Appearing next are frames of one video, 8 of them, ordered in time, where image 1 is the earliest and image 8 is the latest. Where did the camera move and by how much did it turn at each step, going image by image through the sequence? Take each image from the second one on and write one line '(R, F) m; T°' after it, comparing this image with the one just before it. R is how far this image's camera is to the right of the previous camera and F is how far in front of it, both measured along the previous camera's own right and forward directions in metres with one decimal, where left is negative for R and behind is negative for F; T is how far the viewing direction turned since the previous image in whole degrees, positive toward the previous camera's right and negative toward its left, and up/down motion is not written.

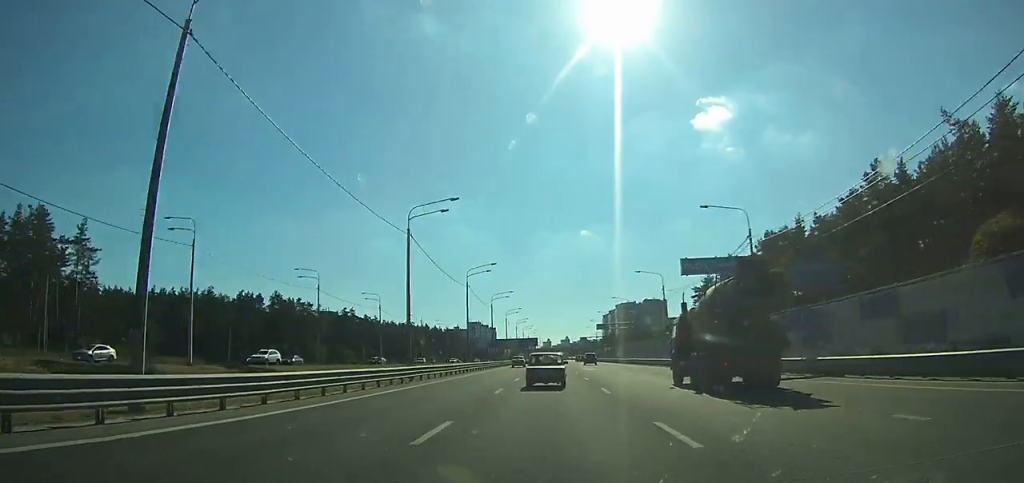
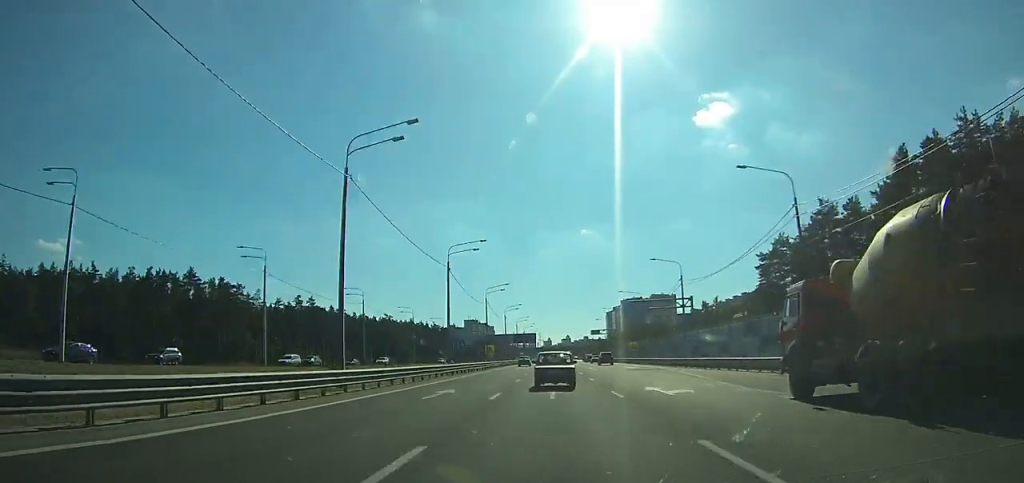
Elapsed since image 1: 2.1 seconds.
(+0.1, +37.3) m; 0°
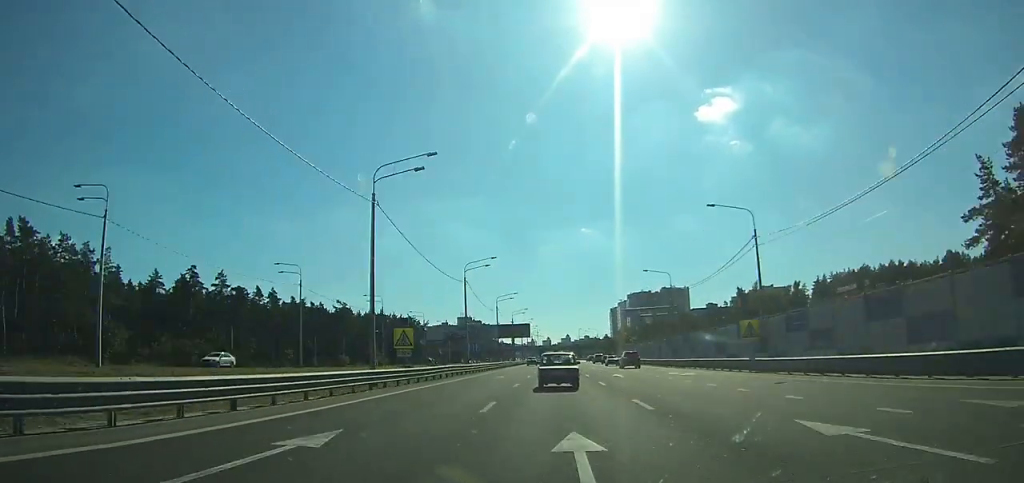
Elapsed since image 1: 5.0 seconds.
(0.0, +51.7) m; 0°
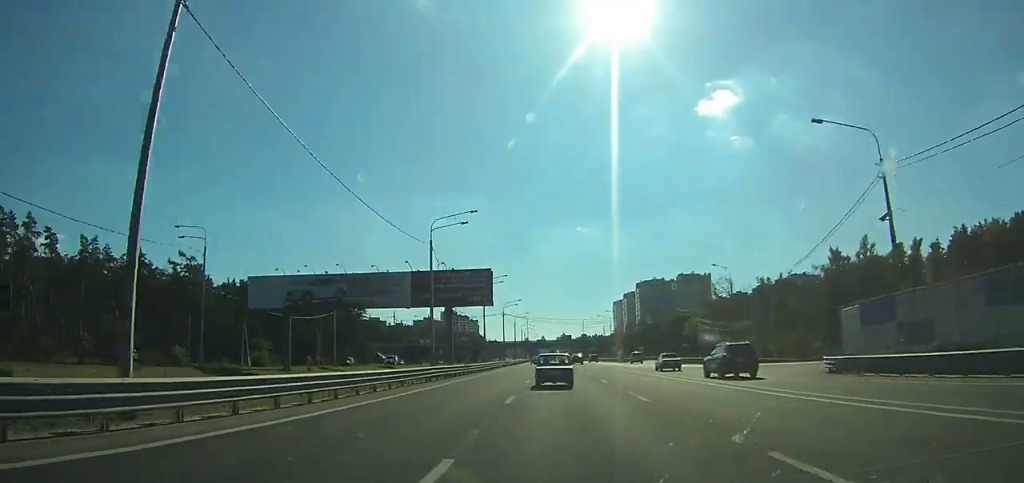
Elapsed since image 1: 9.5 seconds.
(+0.3, +81.7) m; +1°
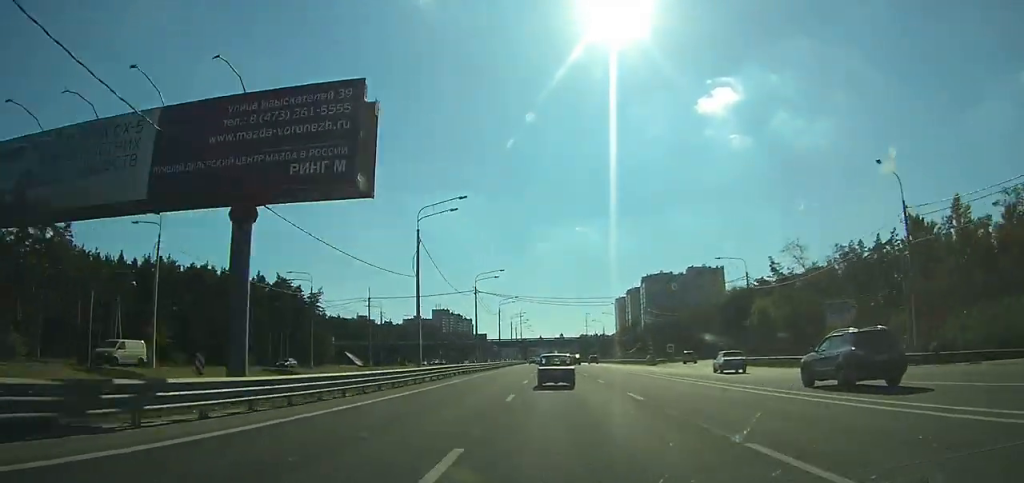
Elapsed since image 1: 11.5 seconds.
(+0.2, +35.4) m; 0°
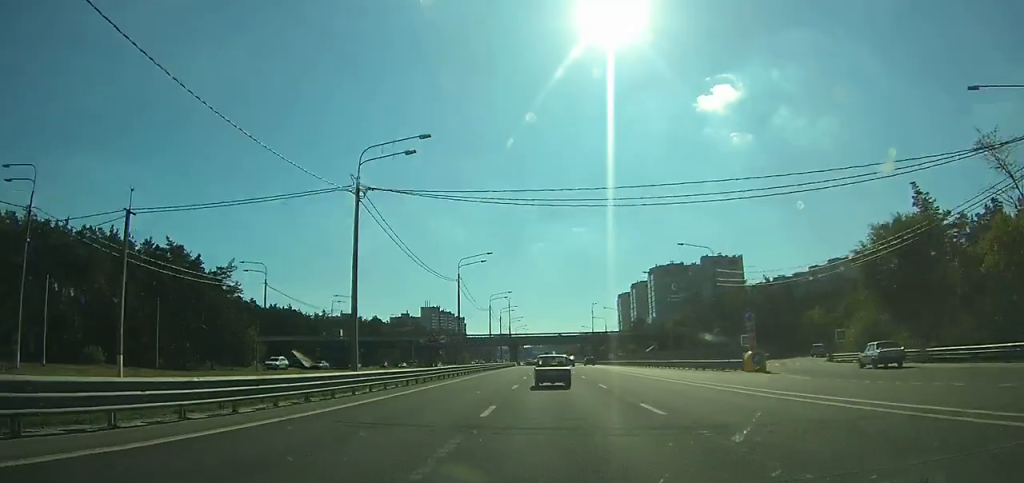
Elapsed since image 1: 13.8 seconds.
(+0.1, +40.3) m; 0°
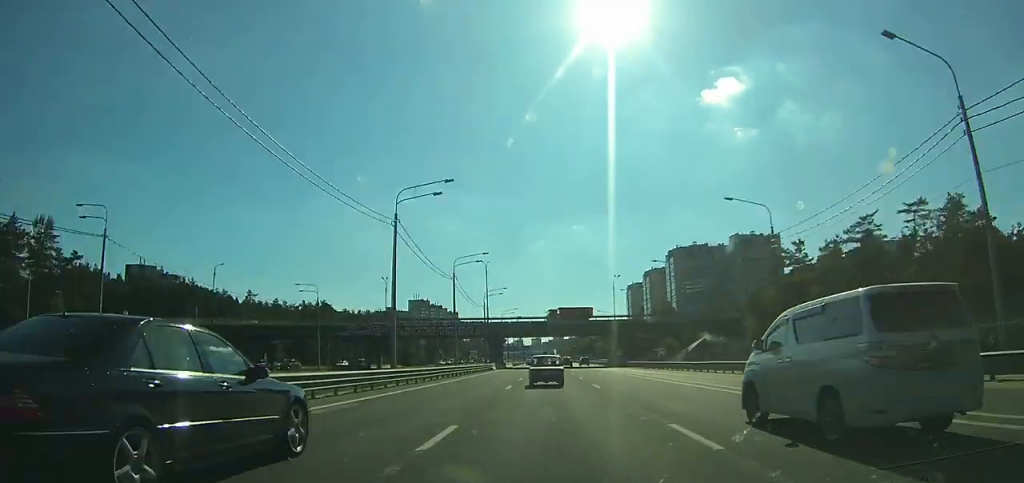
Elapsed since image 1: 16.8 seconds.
(-0.1, +52.0) m; 0°
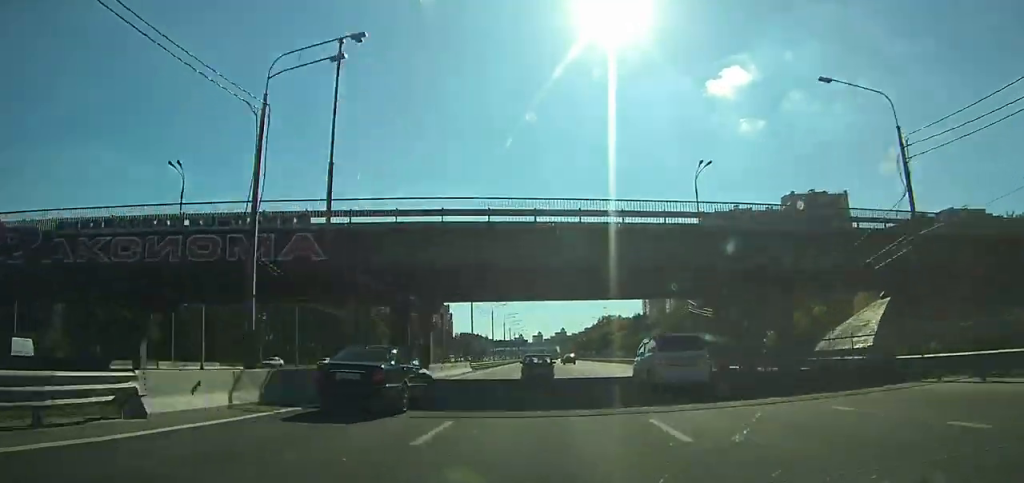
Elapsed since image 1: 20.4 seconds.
(-0.1, +64.5) m; 0°
